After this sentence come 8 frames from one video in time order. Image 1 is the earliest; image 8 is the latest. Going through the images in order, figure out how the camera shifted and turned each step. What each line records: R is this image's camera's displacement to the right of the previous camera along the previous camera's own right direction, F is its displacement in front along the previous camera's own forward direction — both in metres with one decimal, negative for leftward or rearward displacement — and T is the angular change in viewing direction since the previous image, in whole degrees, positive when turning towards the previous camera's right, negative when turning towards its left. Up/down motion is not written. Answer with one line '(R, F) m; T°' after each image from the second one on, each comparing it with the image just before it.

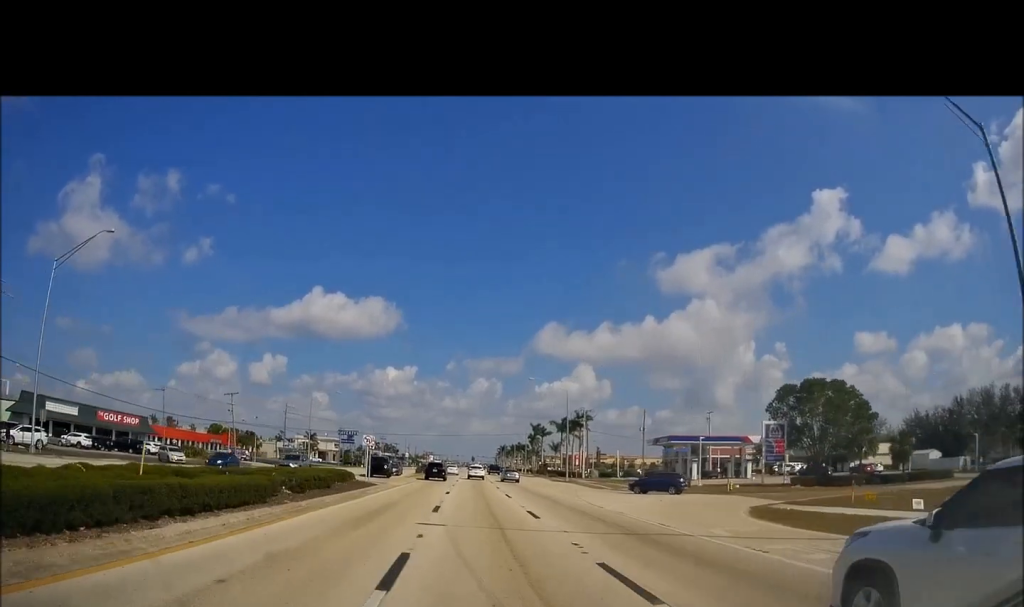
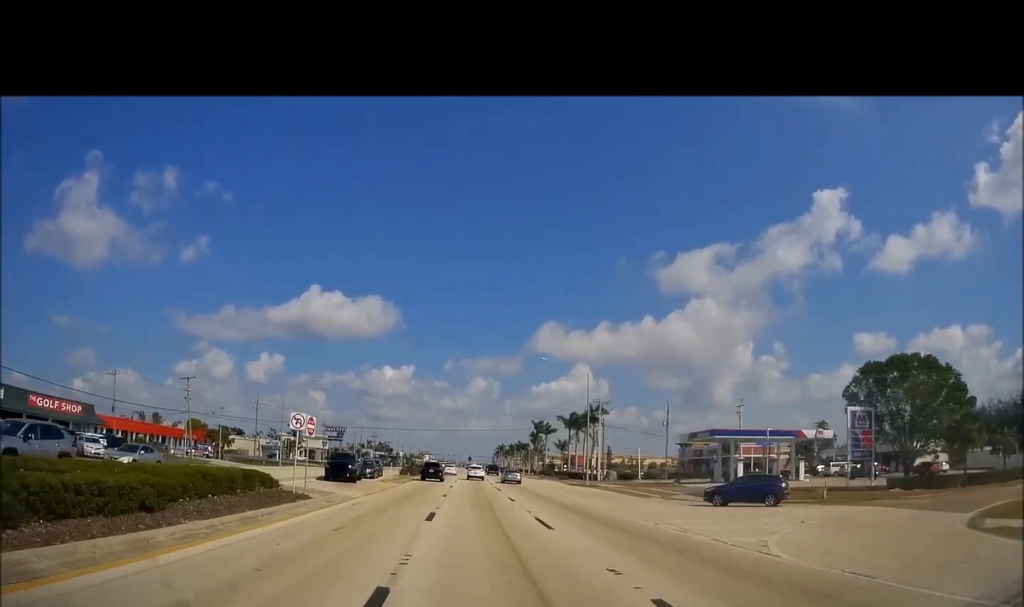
(-0.3, +15.1) m; 0°
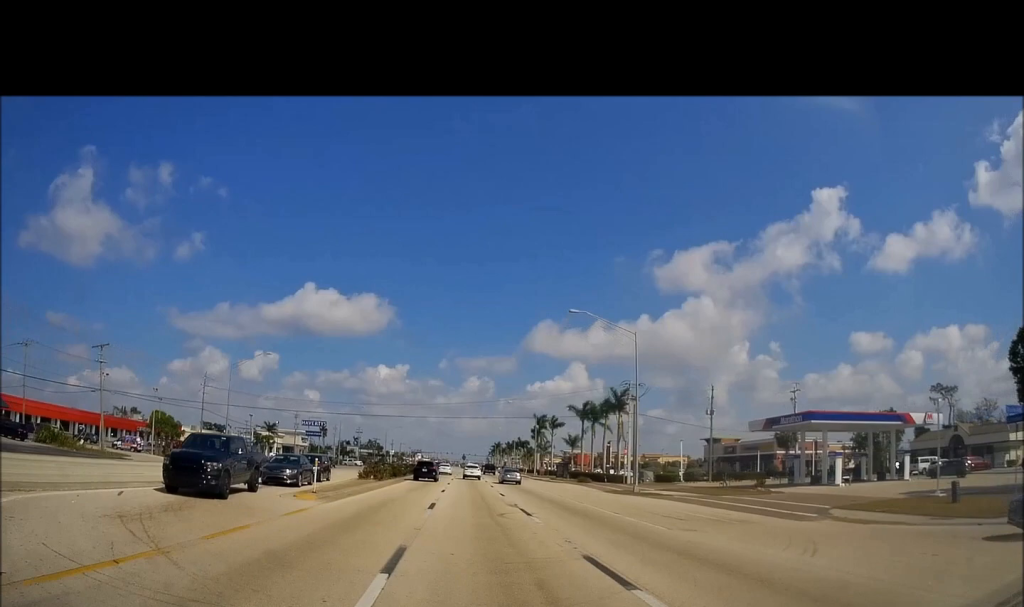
(+0.3, +20.6) m; +1°
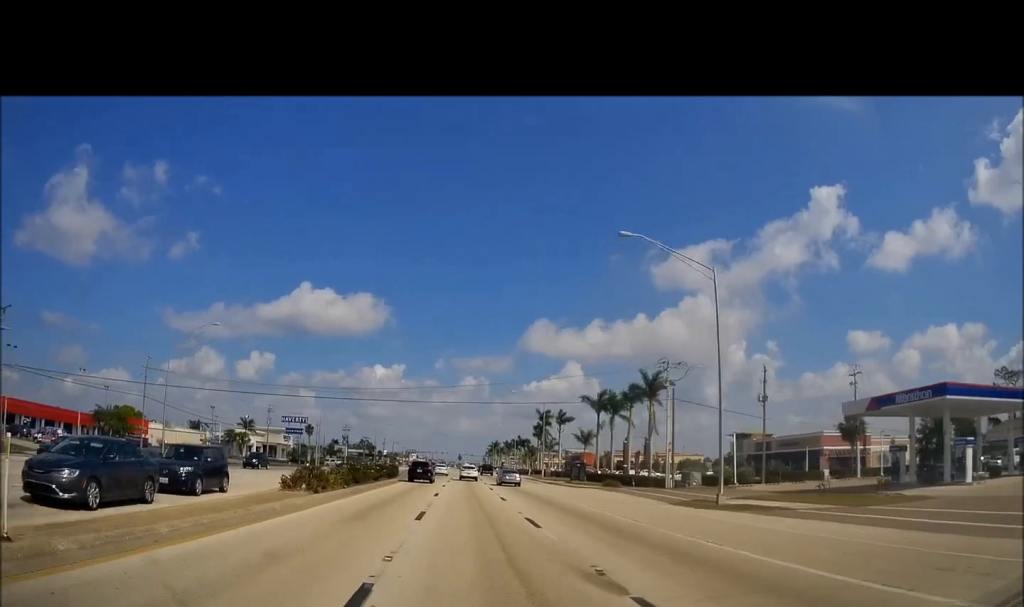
(+0.1, +16.1) m; 0°
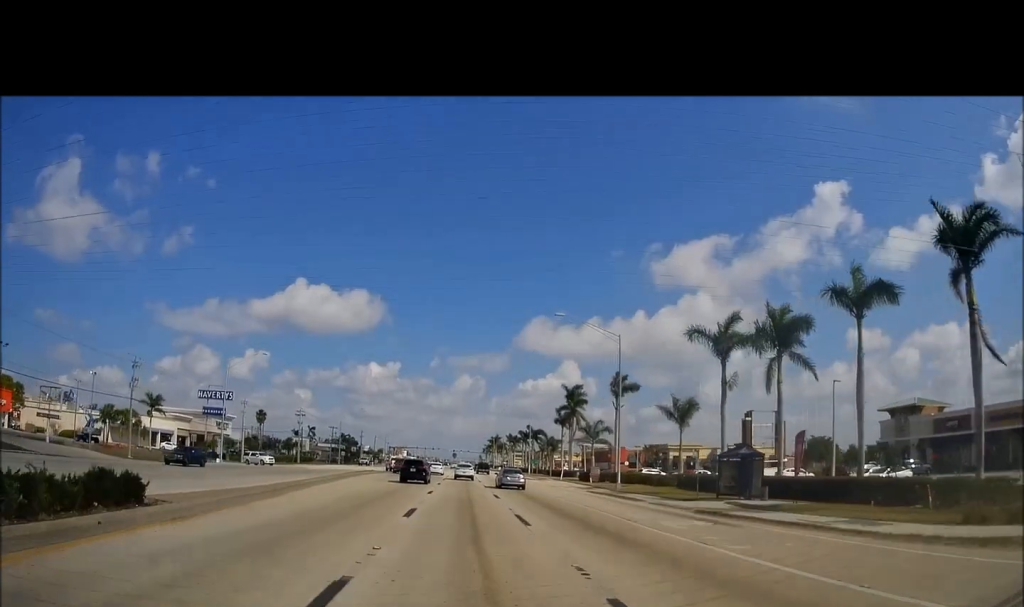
(0.0, +49.6) m; +1°
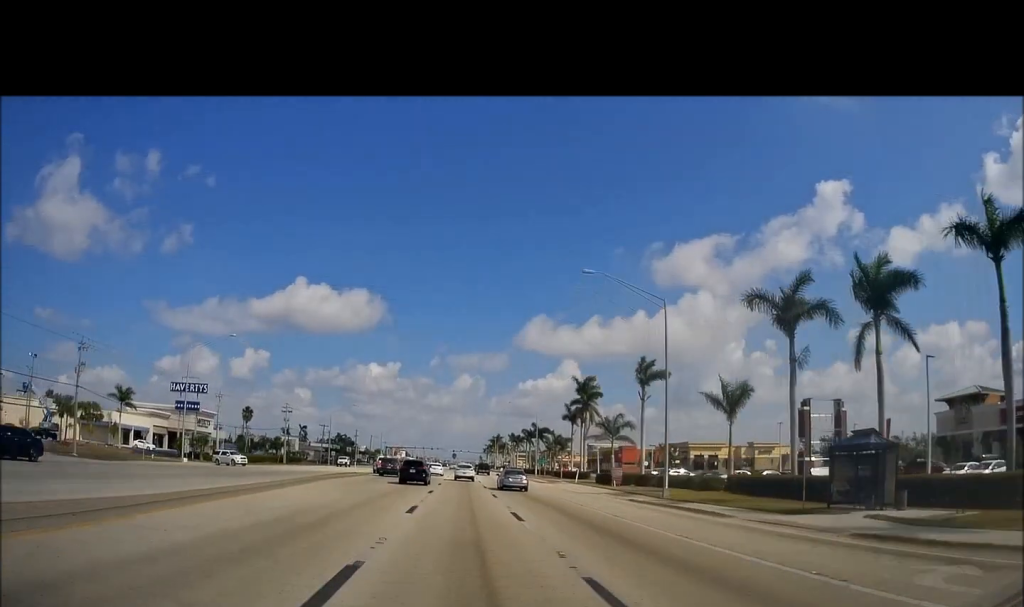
(0.0, +11.4) m; 0°
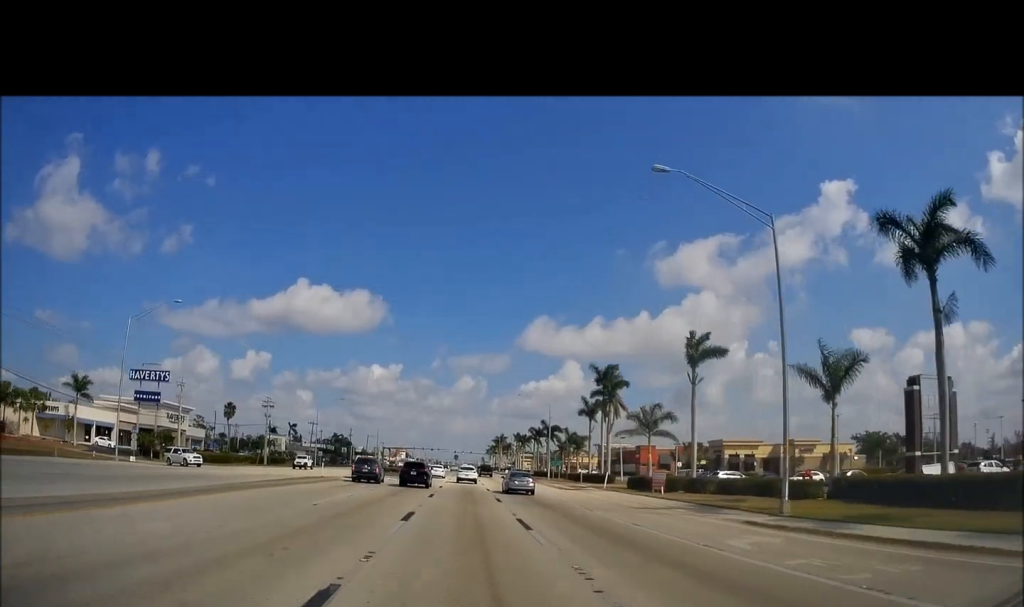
(+0.3, +14.3) m; 0°
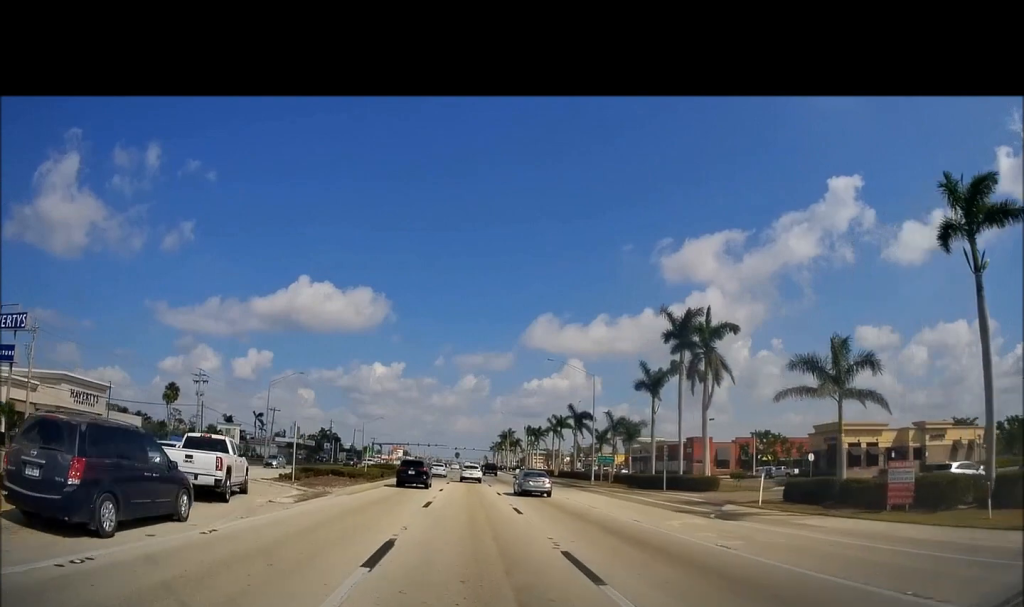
(-0.5, +32.6) m; -1°
